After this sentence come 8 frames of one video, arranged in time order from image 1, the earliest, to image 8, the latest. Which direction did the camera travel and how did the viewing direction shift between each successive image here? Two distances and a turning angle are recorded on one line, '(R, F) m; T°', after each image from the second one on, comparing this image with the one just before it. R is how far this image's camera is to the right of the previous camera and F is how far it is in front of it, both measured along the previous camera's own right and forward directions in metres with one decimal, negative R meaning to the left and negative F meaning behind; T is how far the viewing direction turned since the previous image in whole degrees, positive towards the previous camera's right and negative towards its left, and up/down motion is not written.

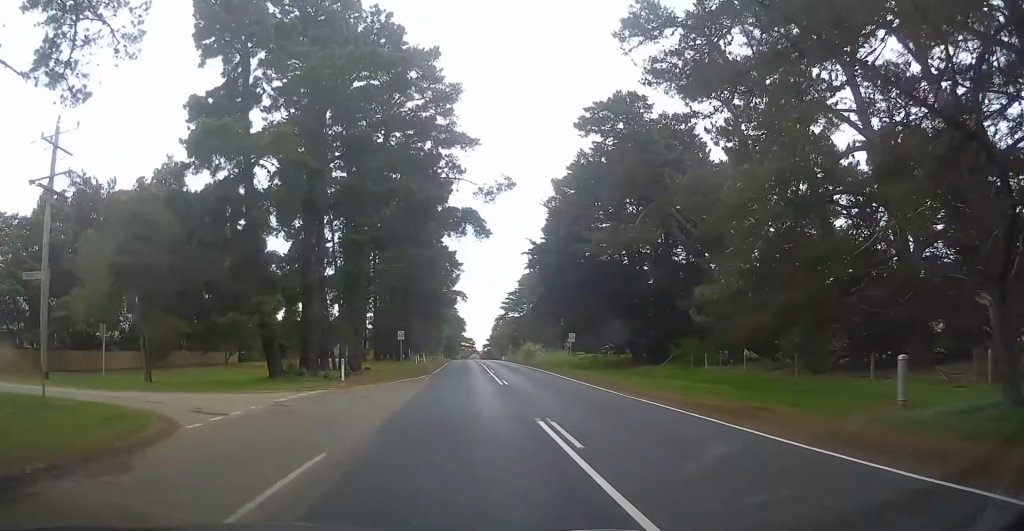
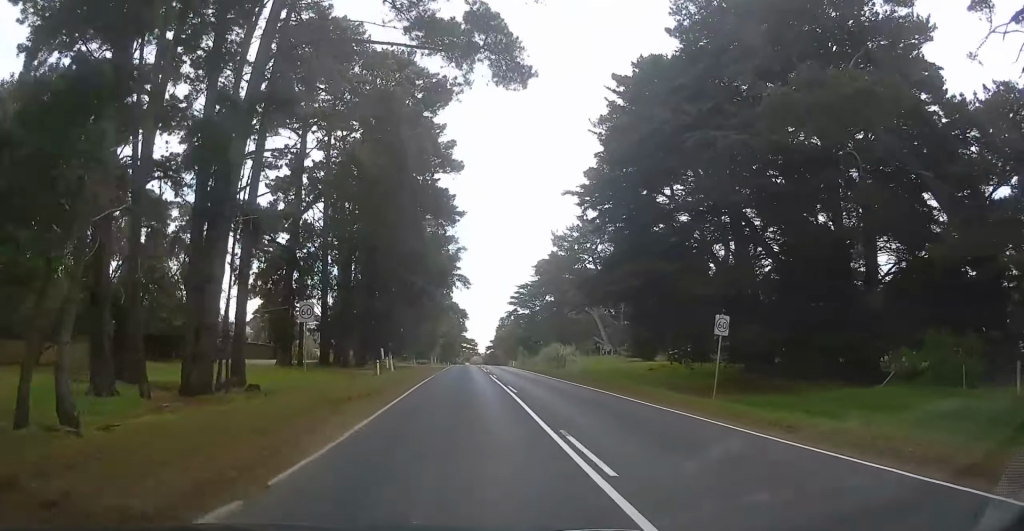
(+0.2, +29.0) m; 0°
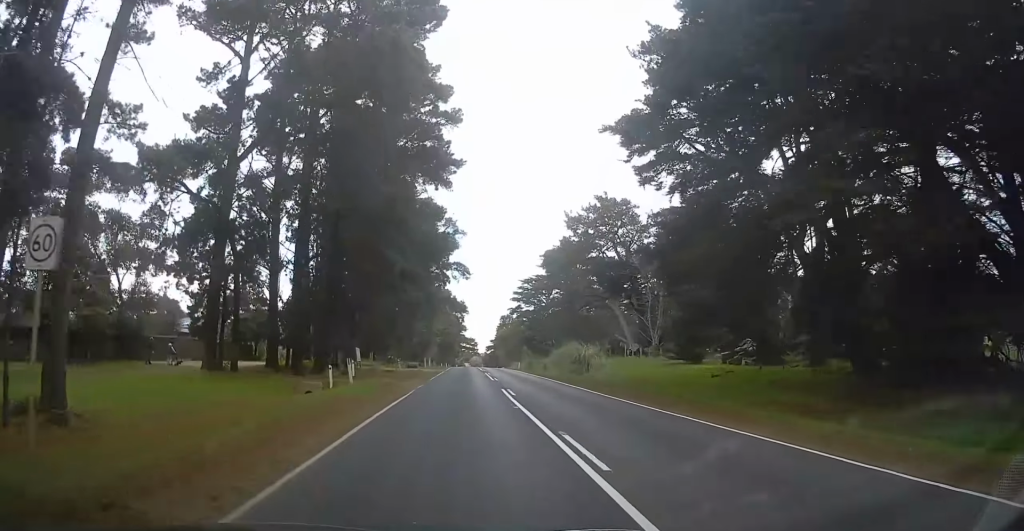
(-0.3, +12.3) m; 0°
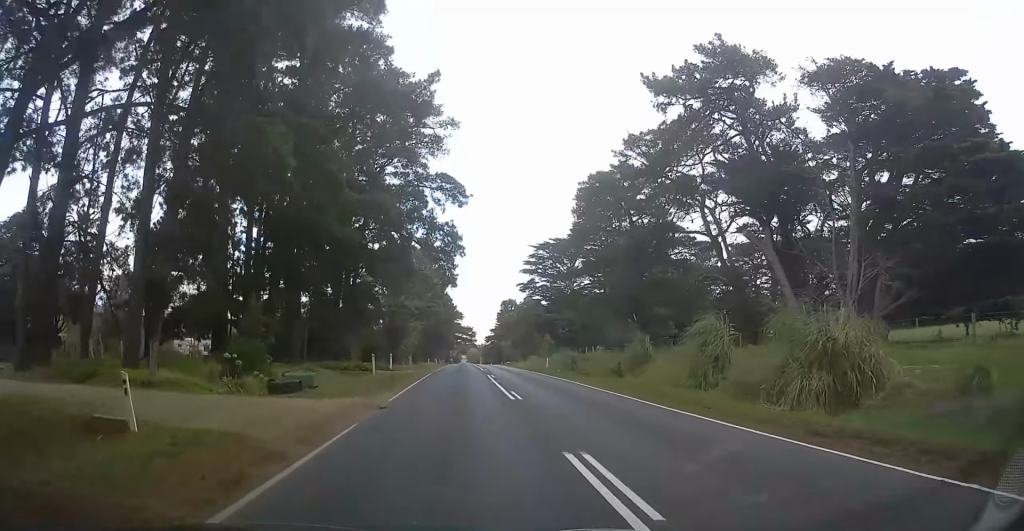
(+0.9, +38.2) m; +2°
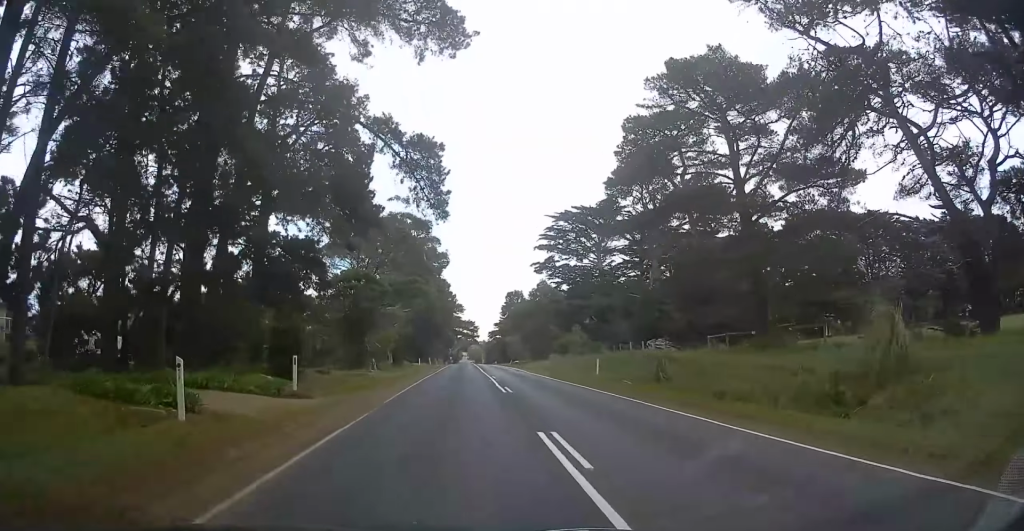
(-0.3, +23.4) m; -2°
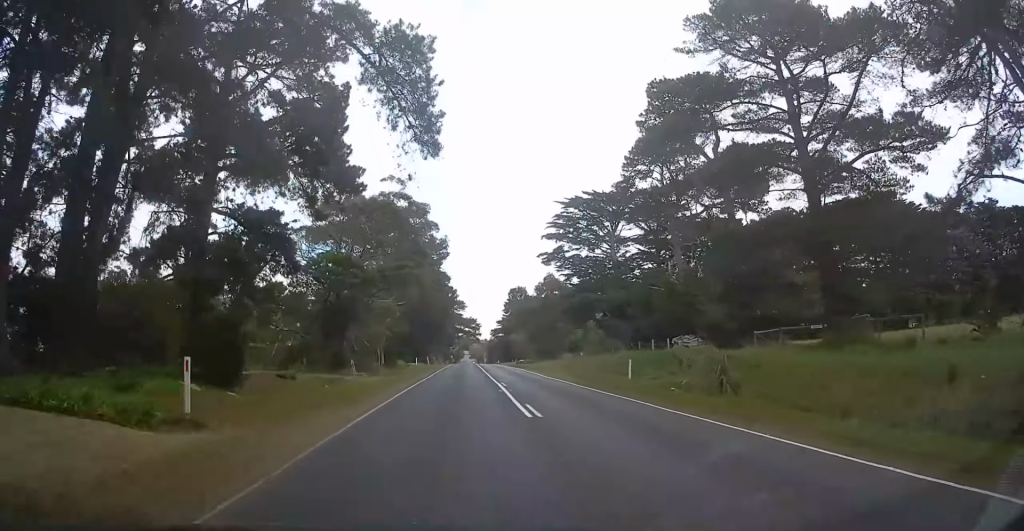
(-0.3, +7.1) m; 0°
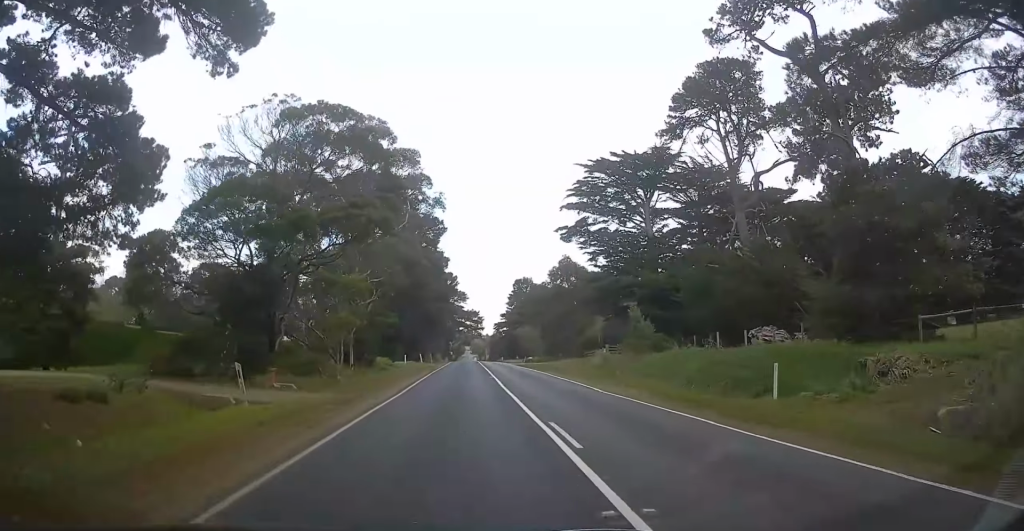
(+0.1, +15.6) m; +1°
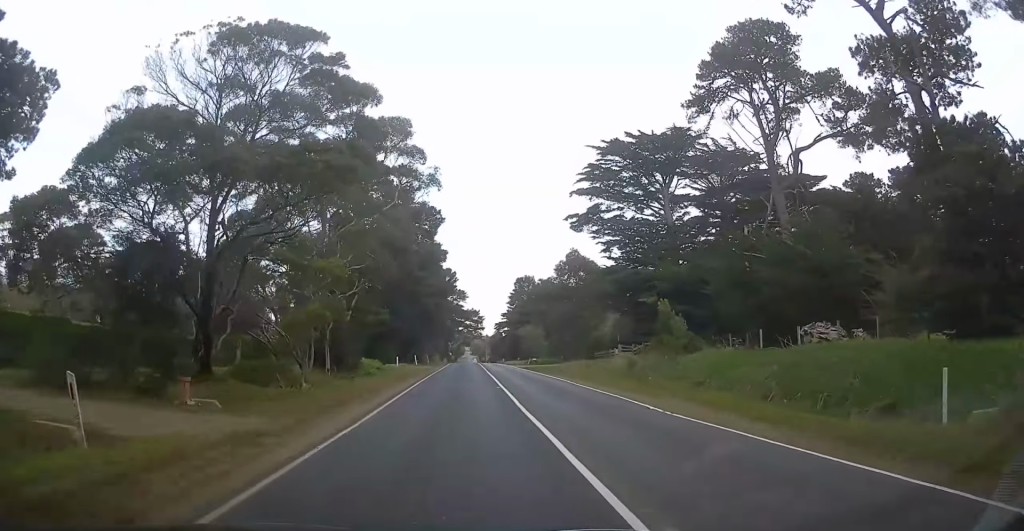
(+0.1, +6.8) m; +1°
